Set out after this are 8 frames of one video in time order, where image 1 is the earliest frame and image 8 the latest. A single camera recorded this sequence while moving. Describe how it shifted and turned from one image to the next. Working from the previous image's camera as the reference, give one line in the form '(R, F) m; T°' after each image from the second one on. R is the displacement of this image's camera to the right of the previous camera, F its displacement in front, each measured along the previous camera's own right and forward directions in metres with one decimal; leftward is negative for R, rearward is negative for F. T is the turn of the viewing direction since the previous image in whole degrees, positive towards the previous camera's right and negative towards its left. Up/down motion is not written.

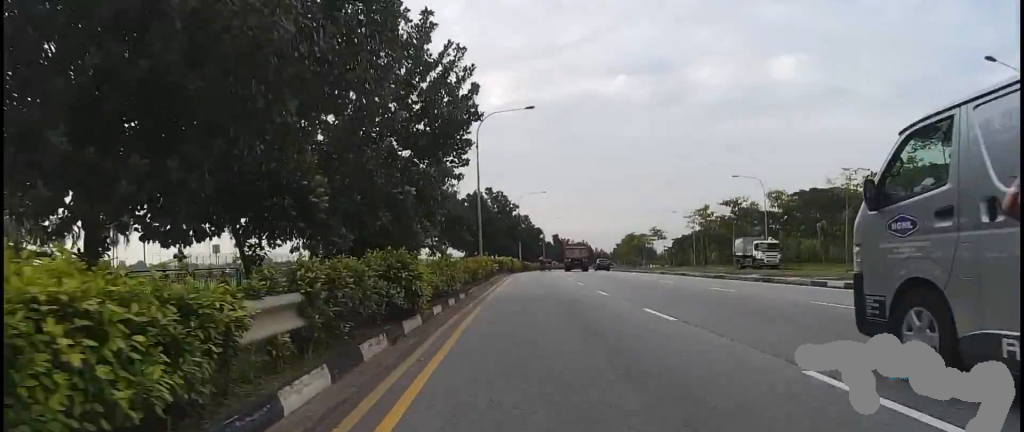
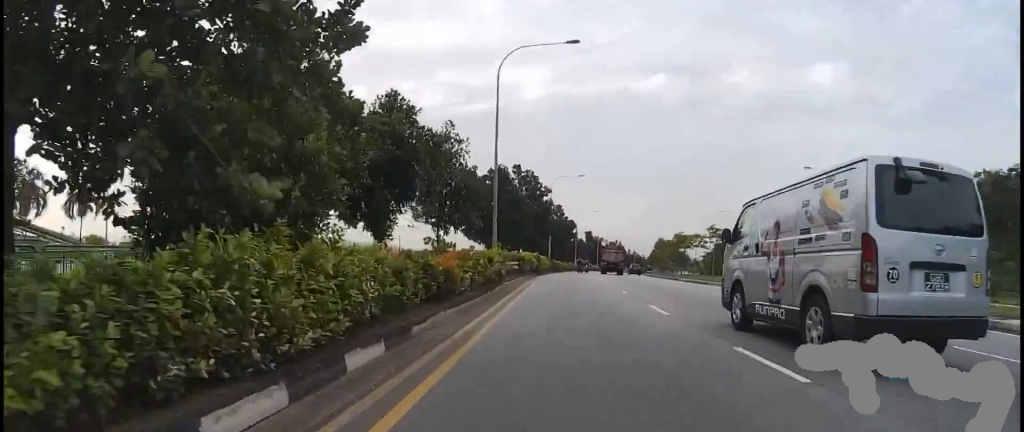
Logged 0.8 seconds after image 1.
(+0.2, +9.7) m; -3°
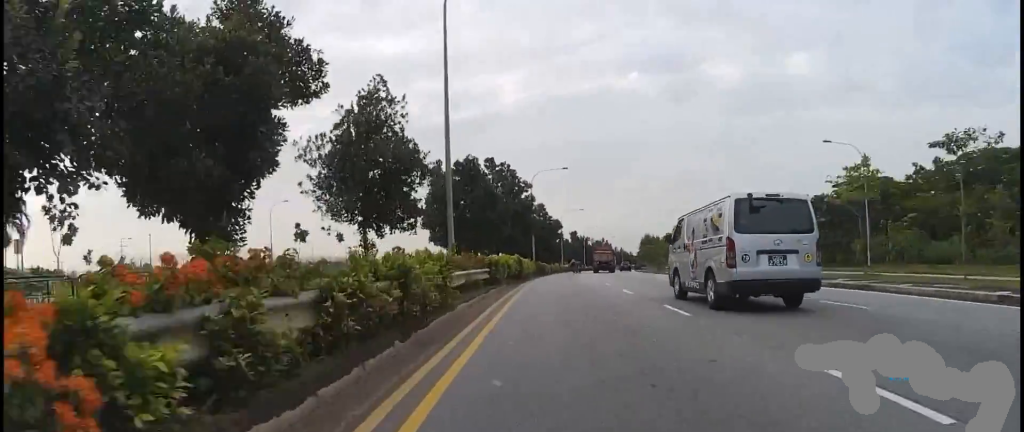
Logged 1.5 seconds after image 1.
(-0.8, +7.7) m; -4°
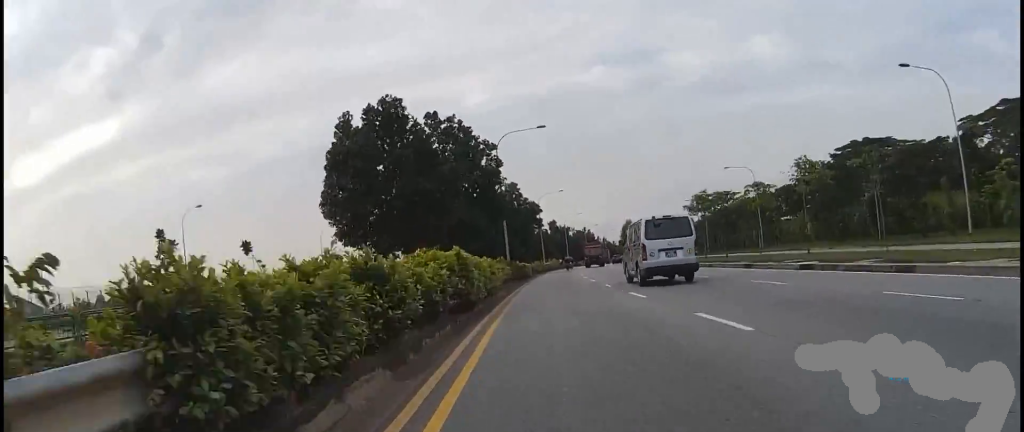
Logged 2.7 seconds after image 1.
(+1.0, +14.8) m; +8°
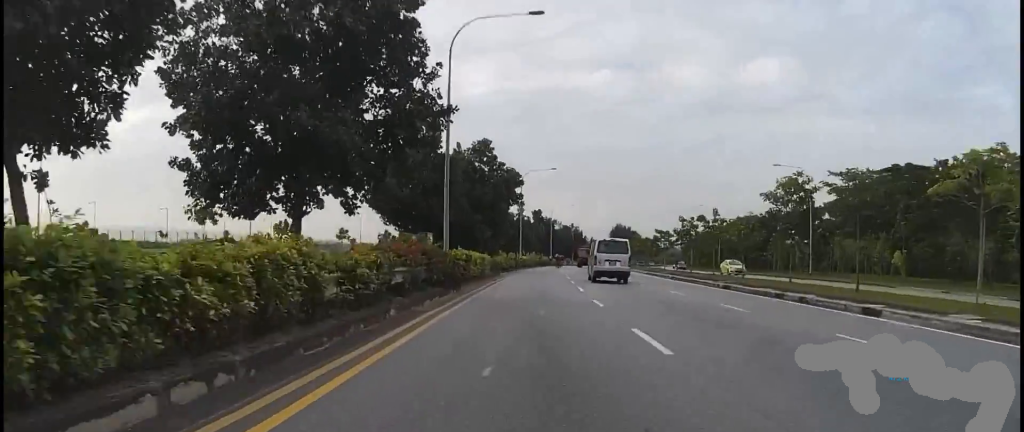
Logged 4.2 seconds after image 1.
(0.0, +18.4) m; 0°
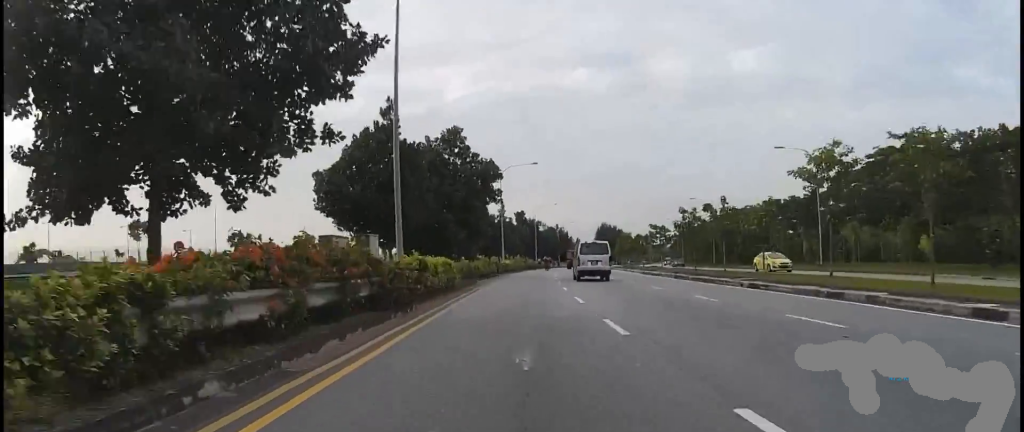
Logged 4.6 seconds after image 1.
(-0.2, +4.9) m; +1°
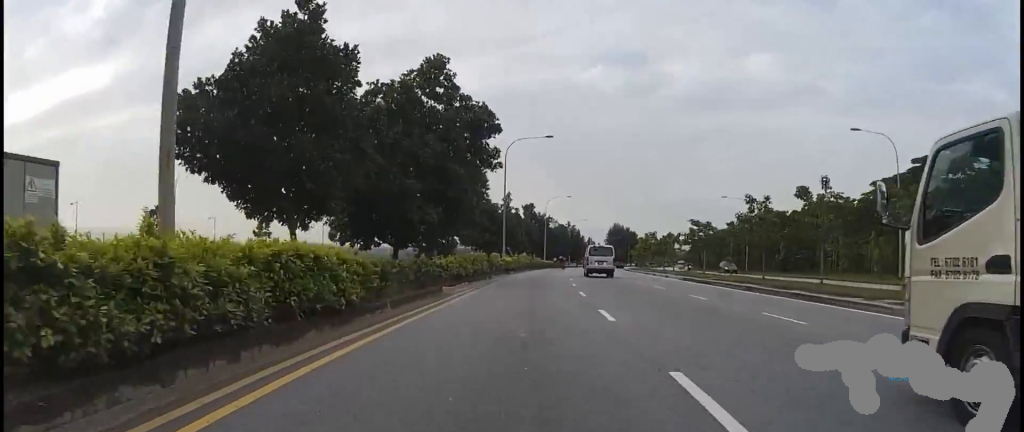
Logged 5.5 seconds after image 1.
(+1.1, +10.8) m; +6°
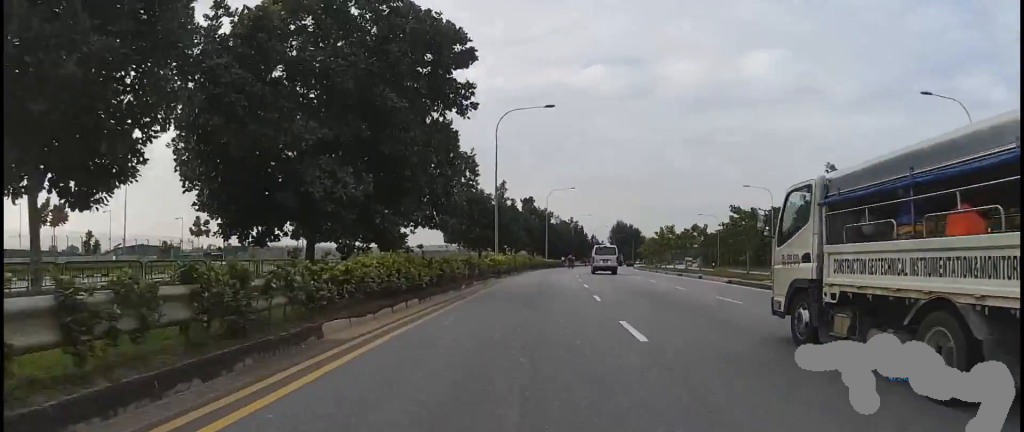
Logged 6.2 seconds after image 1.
(0.0, +8.4) m; -4°
